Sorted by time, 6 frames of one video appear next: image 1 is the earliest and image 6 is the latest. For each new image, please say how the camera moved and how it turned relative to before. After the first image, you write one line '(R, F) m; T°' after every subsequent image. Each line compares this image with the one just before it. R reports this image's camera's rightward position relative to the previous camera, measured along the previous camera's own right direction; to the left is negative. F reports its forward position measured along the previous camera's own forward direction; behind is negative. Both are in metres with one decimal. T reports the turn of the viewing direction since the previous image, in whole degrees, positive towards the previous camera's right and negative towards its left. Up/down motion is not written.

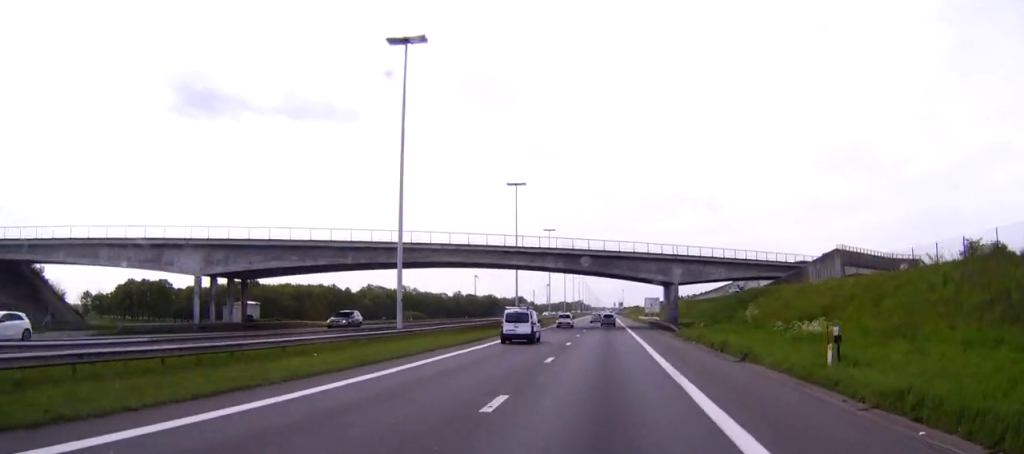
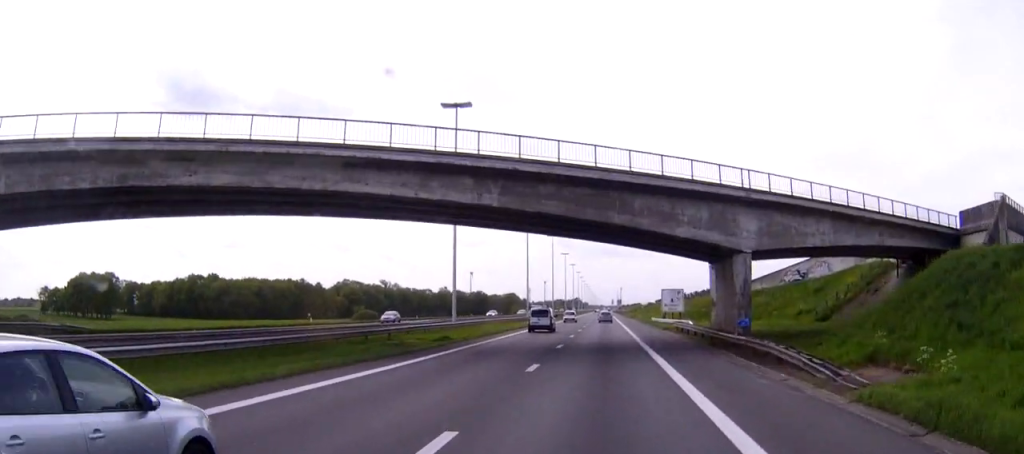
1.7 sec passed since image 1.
(+0.1, +42.2) m; 0°
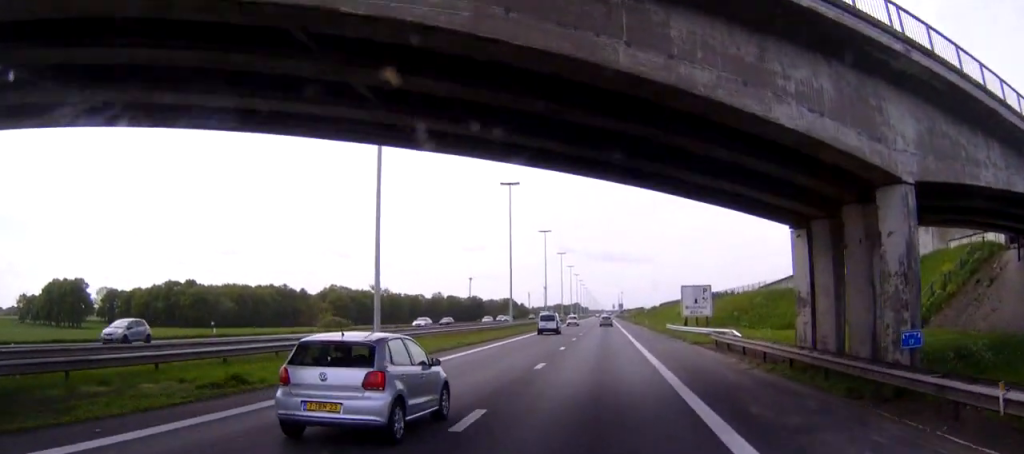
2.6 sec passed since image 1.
(0.0, +21.9) m; 0°
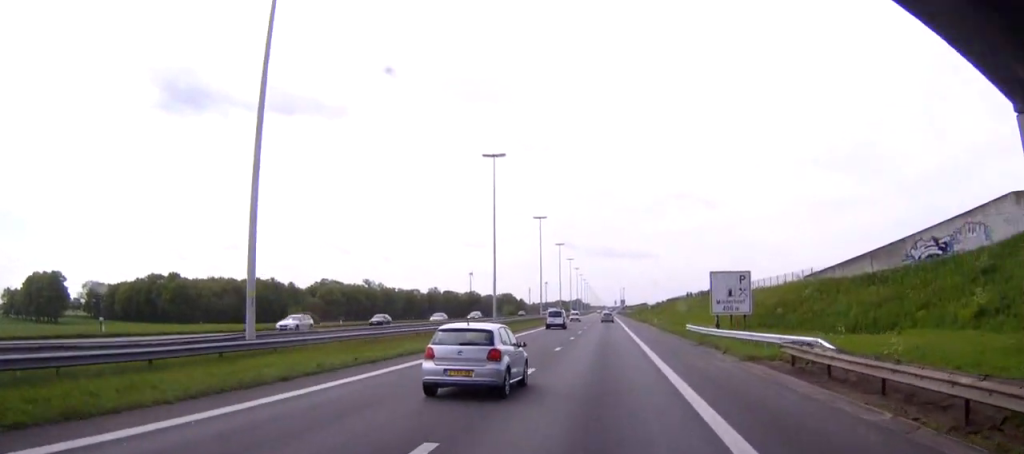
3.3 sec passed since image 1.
(0.0, +16.3) m; 0°
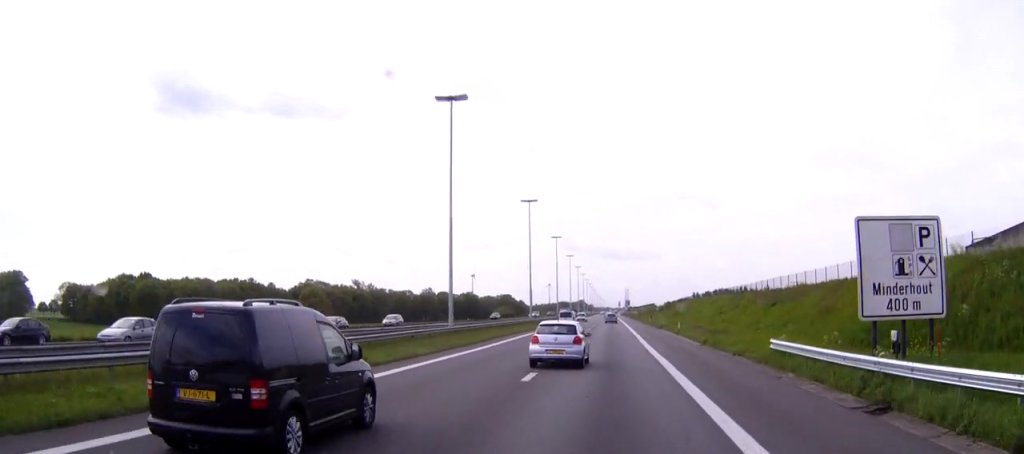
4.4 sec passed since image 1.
(-0.1, +26.1) m; 0°
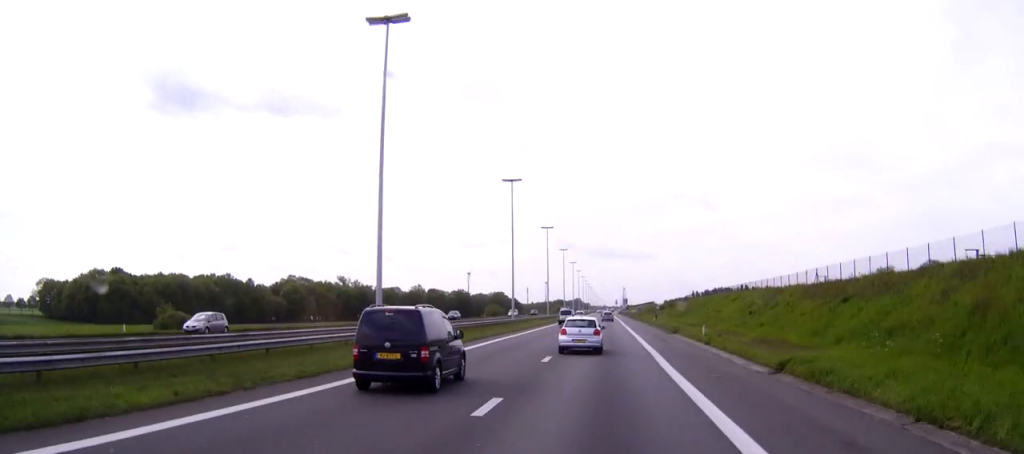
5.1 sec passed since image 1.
(0.0, +18.8) m; 0°
